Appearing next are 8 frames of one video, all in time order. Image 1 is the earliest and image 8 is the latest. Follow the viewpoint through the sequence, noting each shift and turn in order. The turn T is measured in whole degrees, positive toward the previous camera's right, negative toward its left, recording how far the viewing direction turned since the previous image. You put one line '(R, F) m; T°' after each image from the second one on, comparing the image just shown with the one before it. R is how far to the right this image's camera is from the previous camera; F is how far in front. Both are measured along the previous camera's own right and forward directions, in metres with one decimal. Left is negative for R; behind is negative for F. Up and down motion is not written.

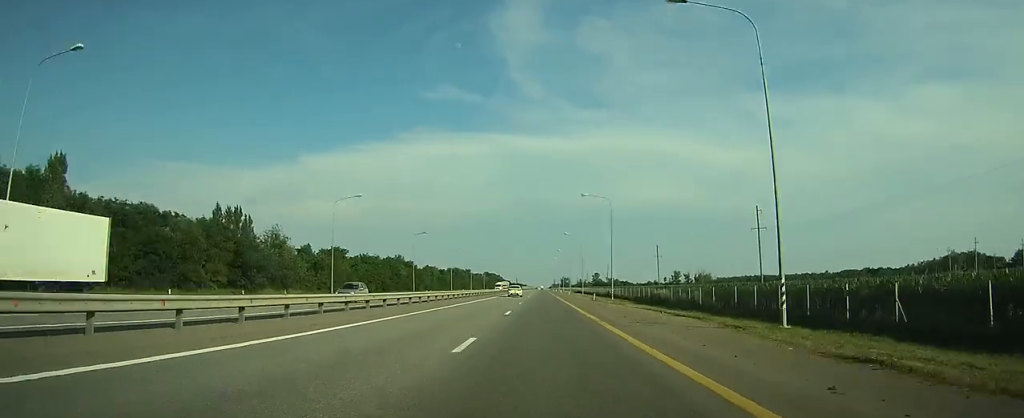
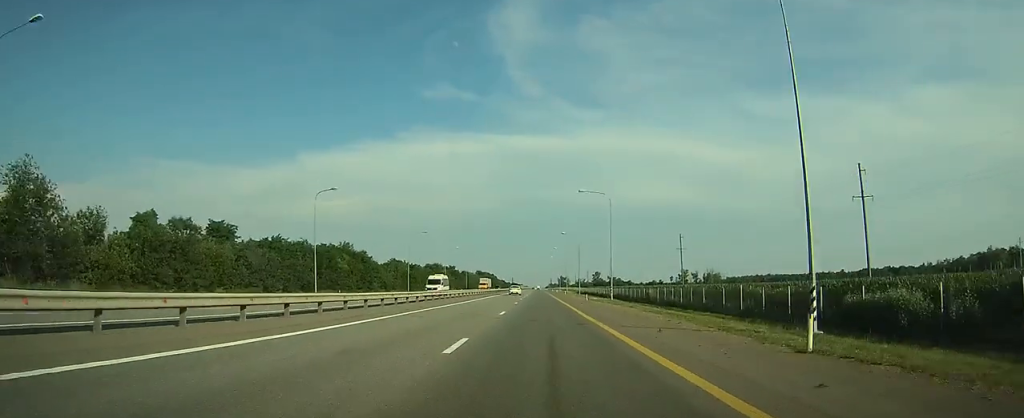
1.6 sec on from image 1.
(+0.1, +47.3) m; 0°
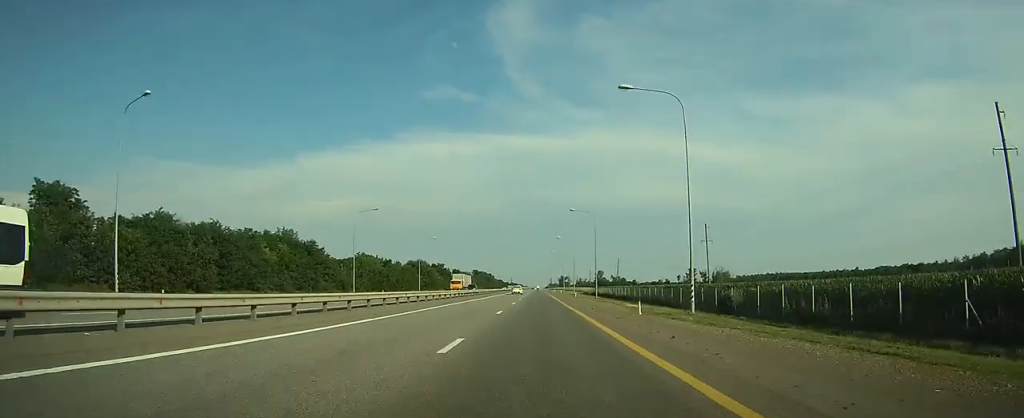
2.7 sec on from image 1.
(0.0, +32.0) m; 0°
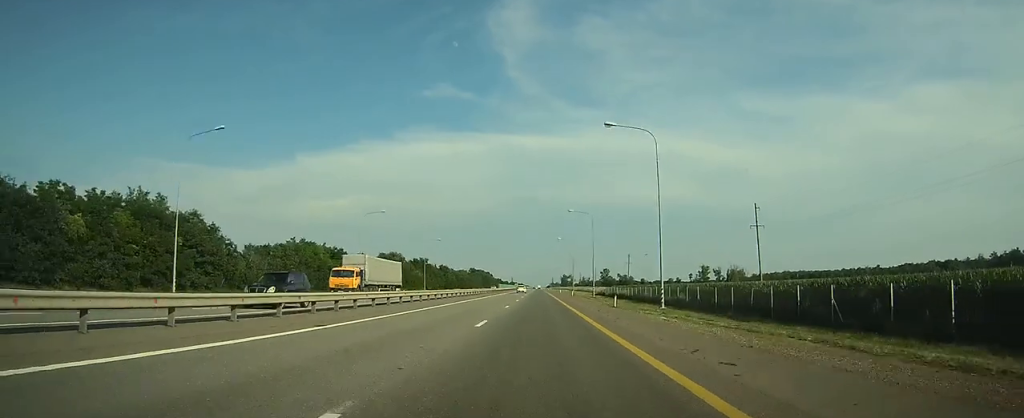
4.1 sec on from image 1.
(+0.1, +40.0) m; 0°
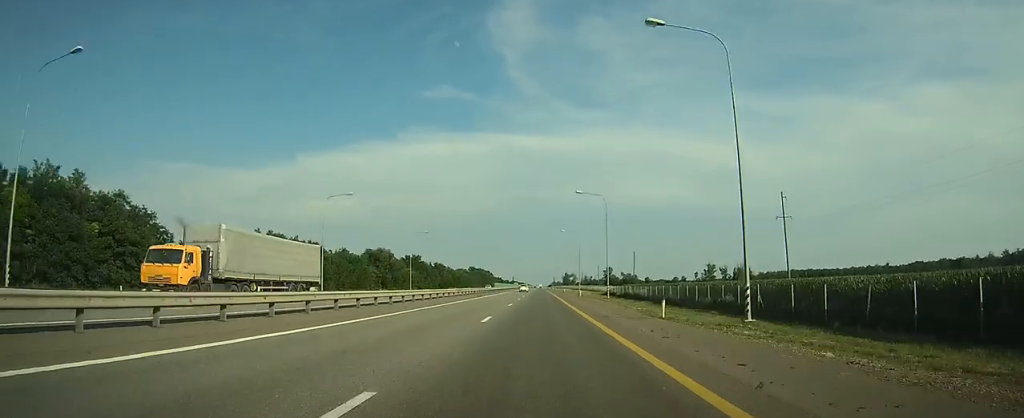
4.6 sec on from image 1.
(0.0, +14.6) m; 0°
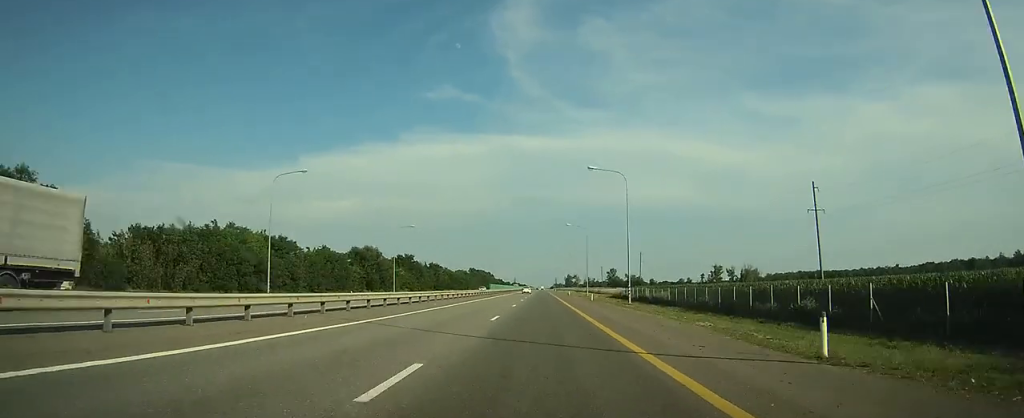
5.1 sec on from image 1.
(0.0, +13.7) m; 0°
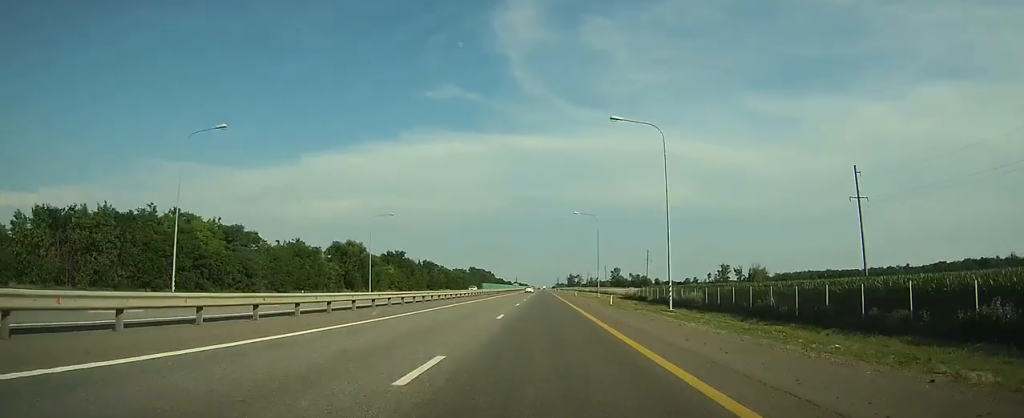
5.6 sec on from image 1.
(0.0, +14.7) m; 0°
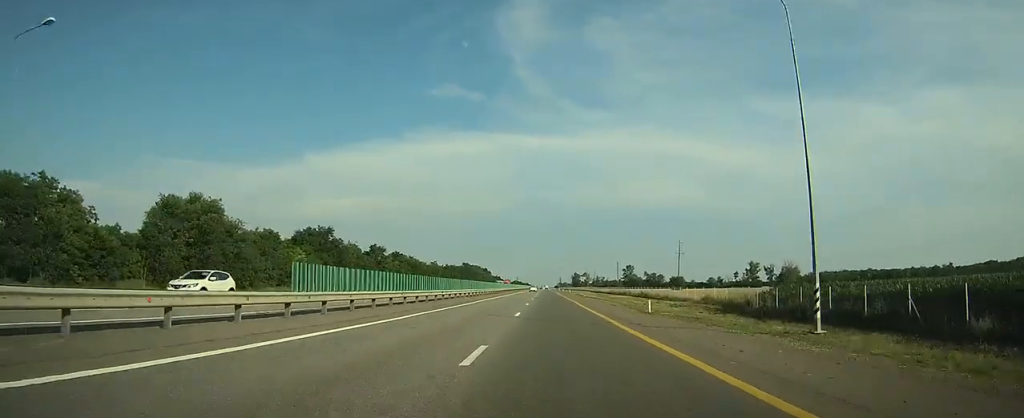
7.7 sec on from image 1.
(-0.2, +61.8) m; 0°
